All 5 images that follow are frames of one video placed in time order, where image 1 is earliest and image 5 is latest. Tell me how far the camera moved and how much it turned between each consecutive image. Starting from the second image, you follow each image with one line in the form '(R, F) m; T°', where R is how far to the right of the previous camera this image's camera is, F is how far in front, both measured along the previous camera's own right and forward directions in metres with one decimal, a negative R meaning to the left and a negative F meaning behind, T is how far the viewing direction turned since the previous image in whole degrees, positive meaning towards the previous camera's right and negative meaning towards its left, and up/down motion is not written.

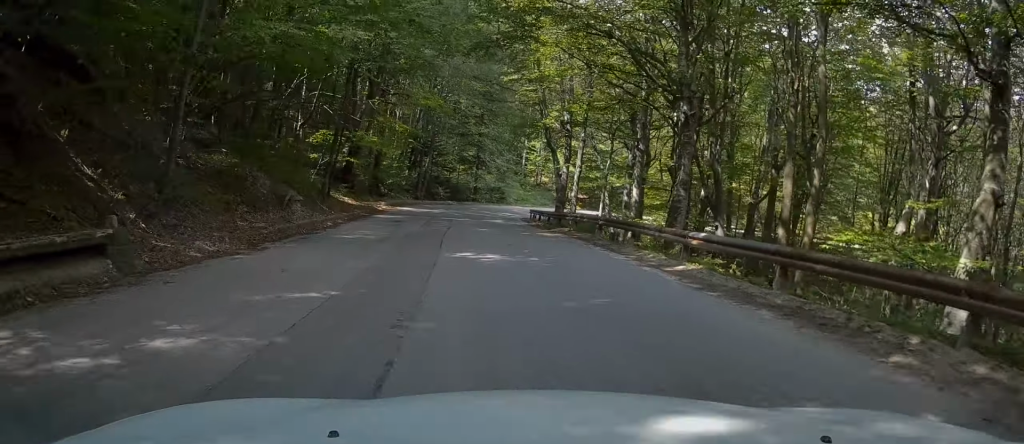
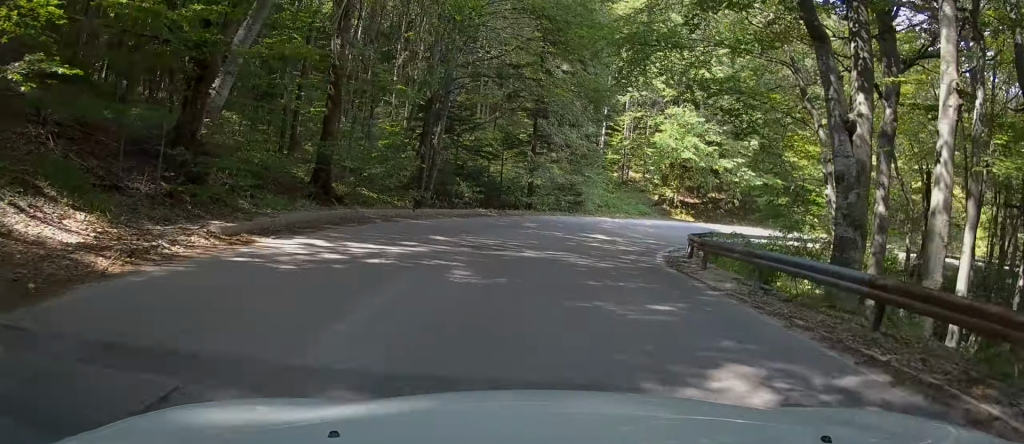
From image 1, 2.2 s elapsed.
(-2.6, +29.1) m; -6°
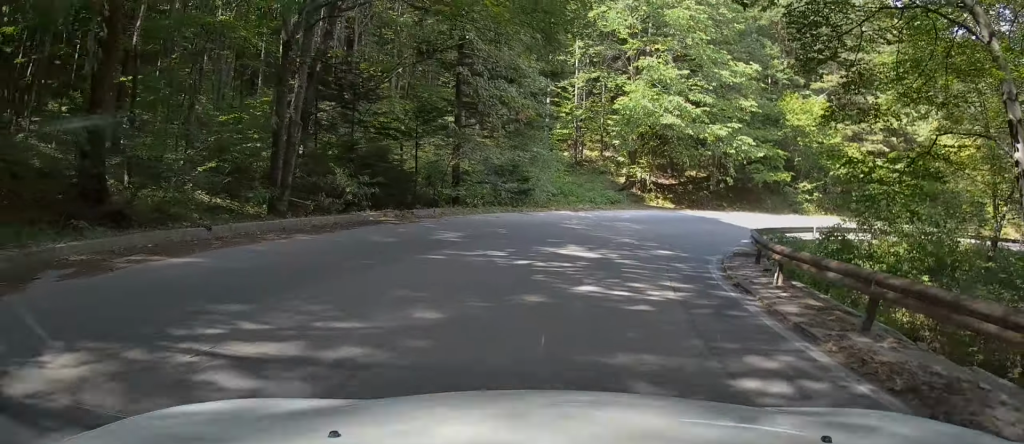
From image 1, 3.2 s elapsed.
(+0.1, +11.6) m; +3°
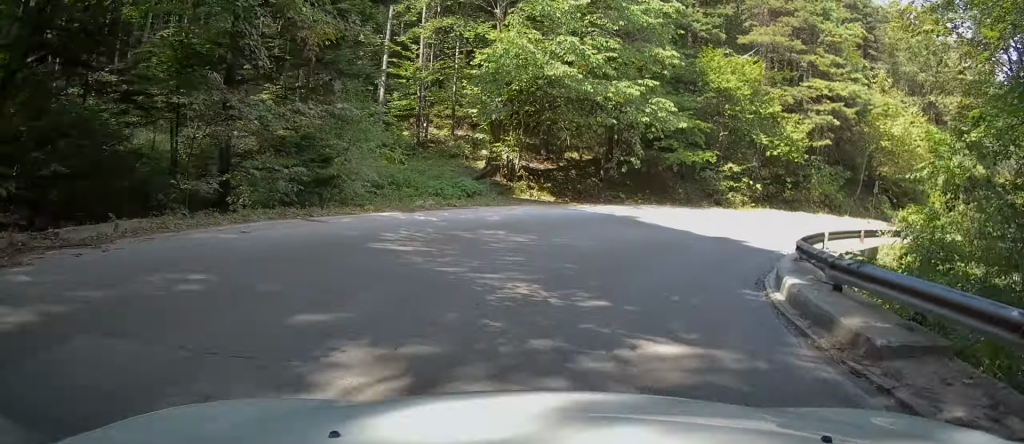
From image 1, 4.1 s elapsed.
(+0.5, +10.7) m; +10°
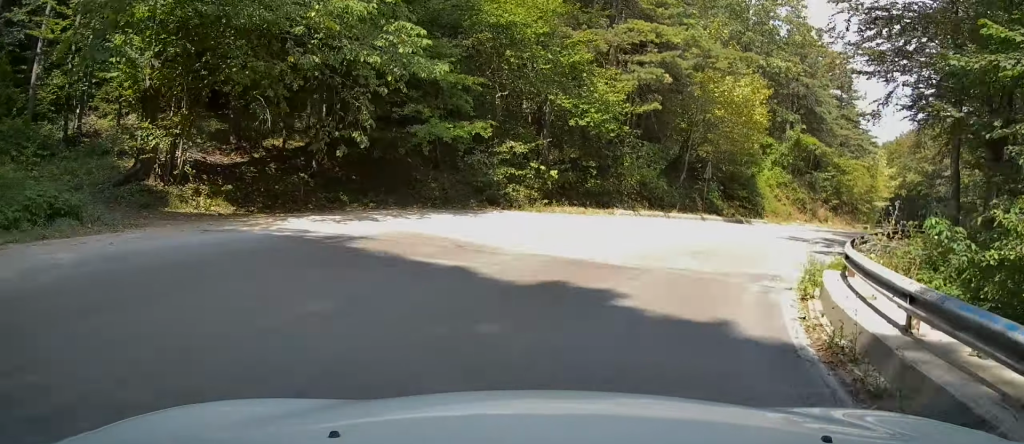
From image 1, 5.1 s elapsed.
(+1.4, +10.1) m; +20°
